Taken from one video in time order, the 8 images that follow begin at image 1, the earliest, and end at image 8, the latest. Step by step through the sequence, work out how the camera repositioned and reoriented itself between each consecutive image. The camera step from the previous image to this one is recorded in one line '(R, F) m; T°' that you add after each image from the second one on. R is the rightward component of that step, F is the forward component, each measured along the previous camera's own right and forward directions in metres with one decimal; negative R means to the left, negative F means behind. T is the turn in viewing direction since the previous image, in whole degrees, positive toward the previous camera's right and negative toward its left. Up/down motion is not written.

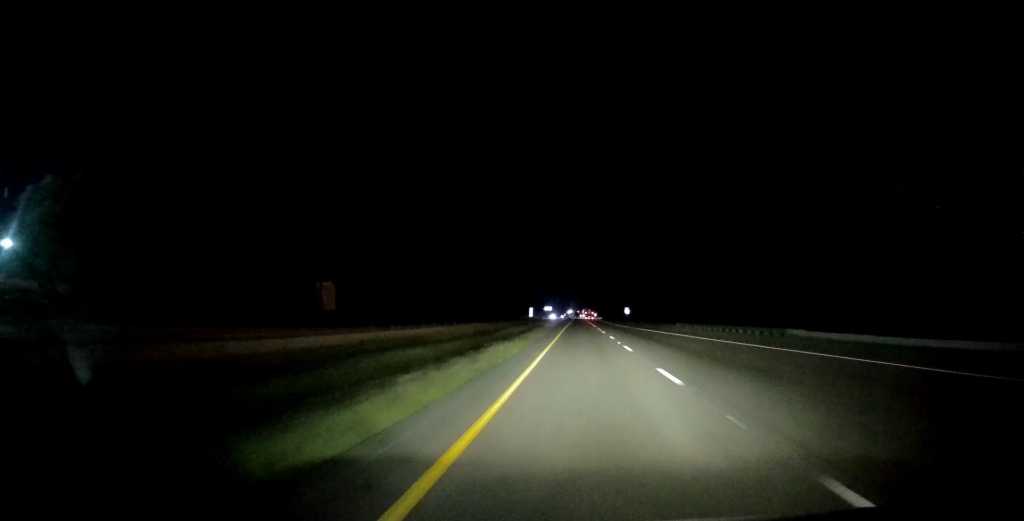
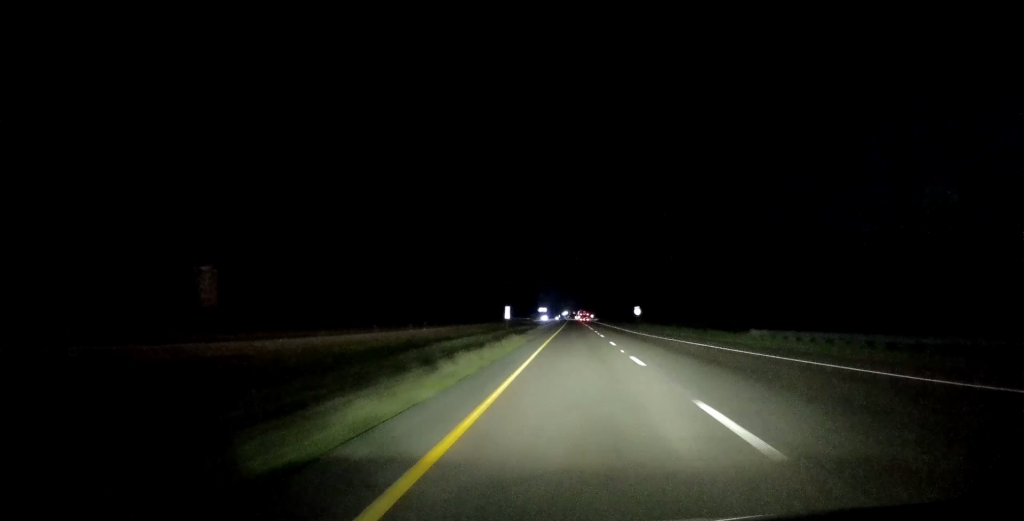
(0.0, +30.9) m; 0°
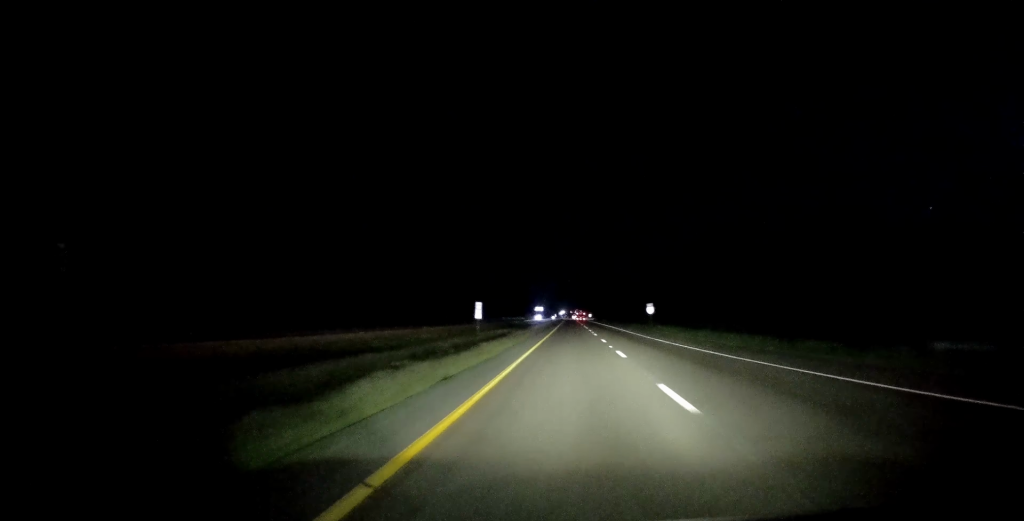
(+0.1, +21.0) m; 0°
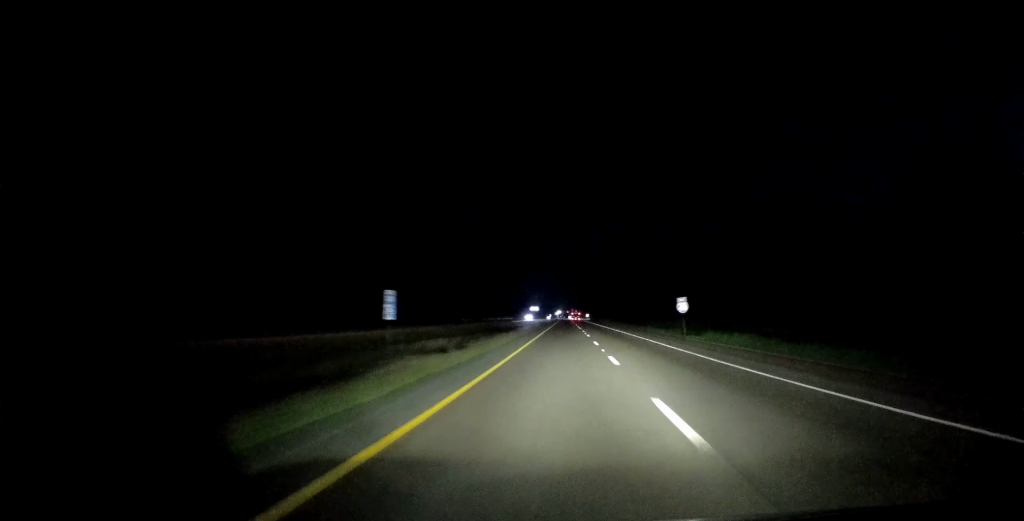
(-0.2, +26.7) m; 0°
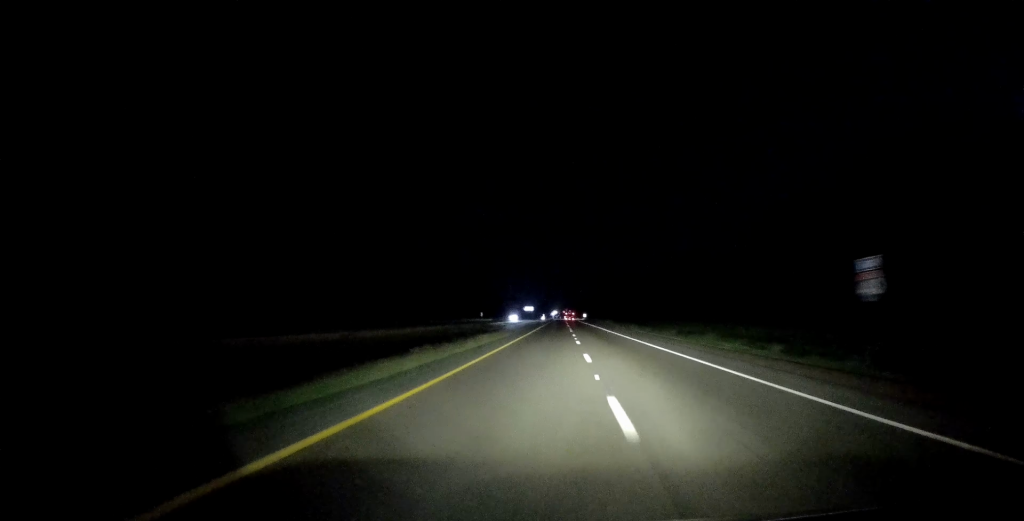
(+0.5, +36.6) m; +1°
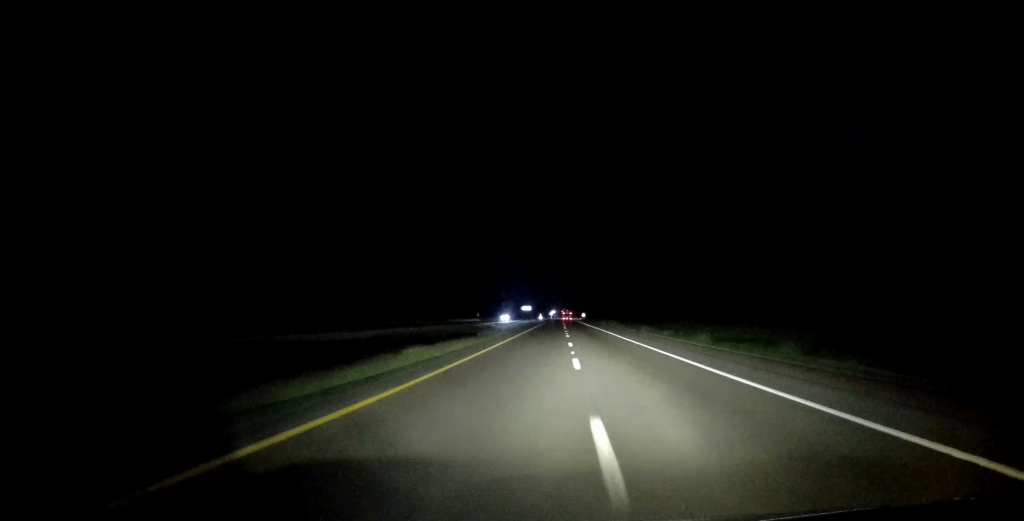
(0.0, +14.4) m; 0°
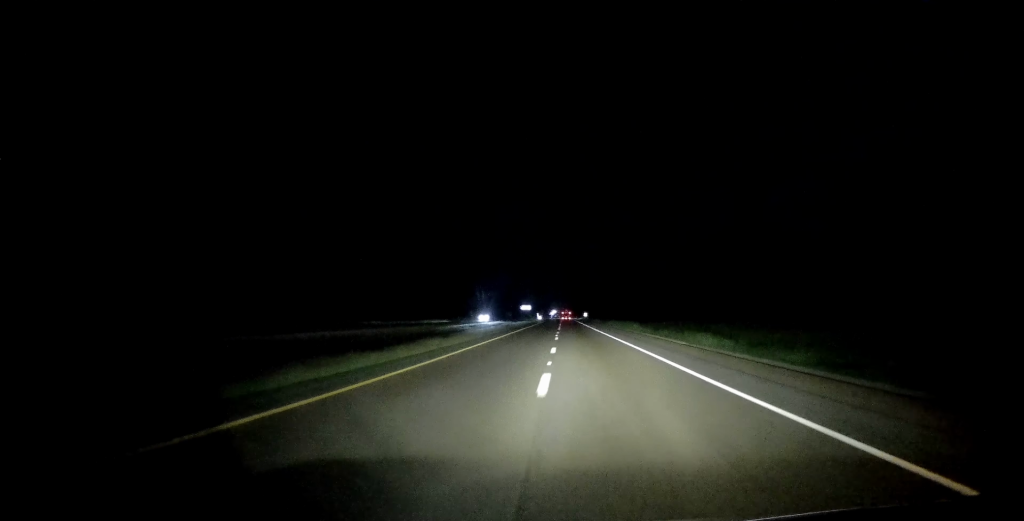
(0.0, +29.9) m; 0°
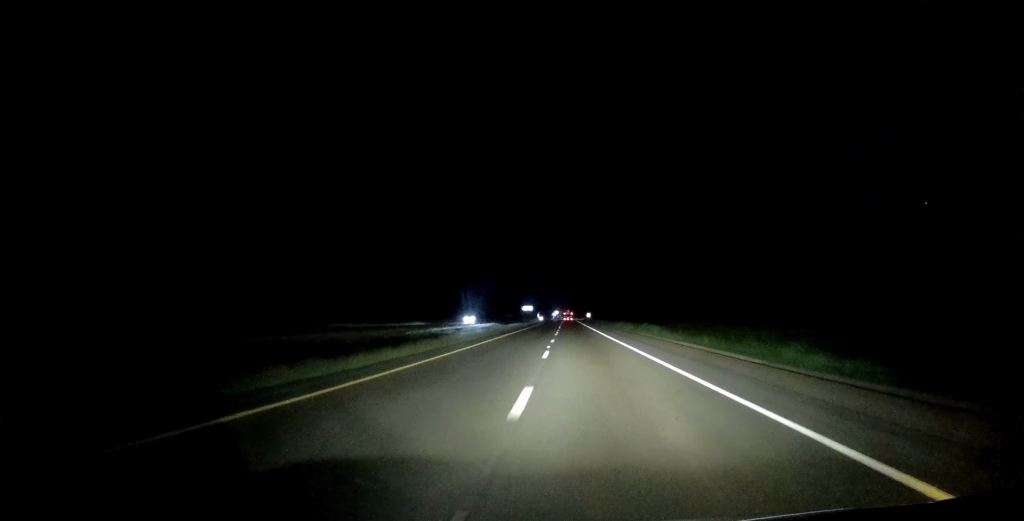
(0.0, +14.4) m; 0°
